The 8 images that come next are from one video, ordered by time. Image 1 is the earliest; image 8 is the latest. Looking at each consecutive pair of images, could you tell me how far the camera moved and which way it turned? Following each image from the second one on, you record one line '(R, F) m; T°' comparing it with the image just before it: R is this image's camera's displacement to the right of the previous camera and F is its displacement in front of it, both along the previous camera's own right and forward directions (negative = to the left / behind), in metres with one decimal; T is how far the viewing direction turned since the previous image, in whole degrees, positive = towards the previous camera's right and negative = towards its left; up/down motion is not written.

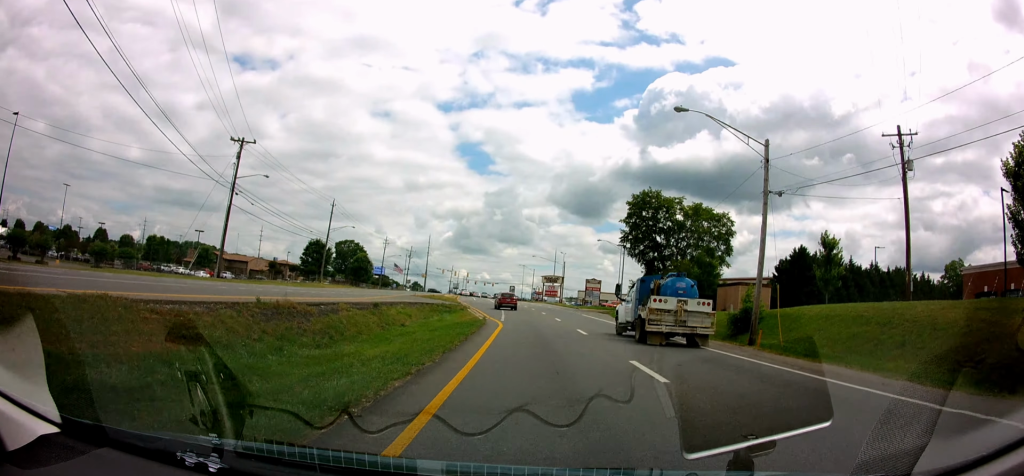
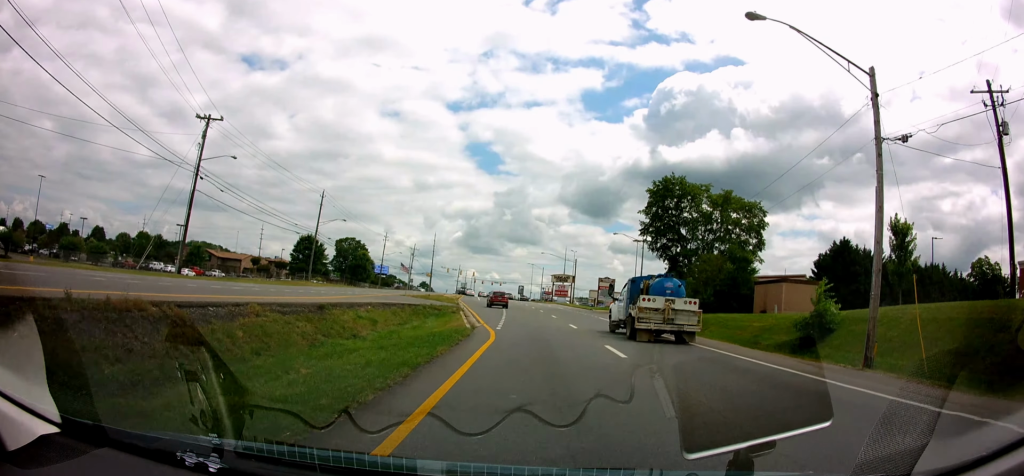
(-0.6, +7.7) m; -4°
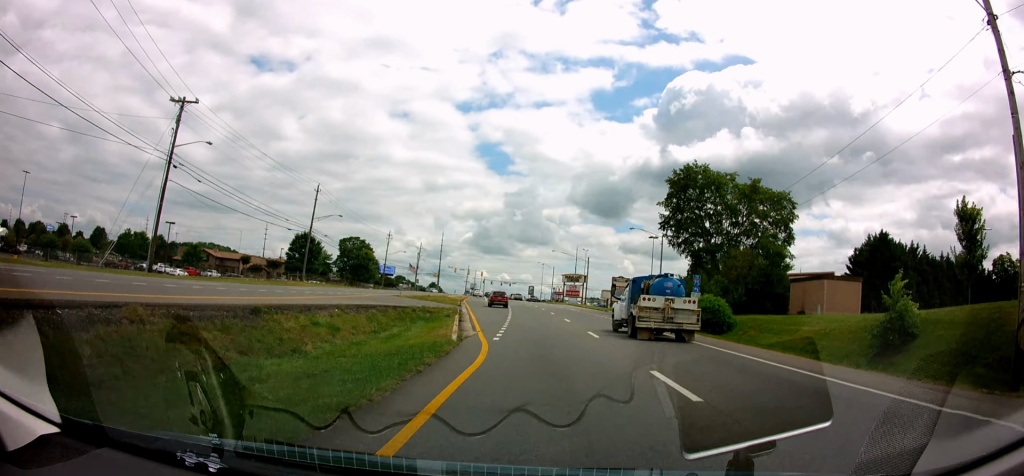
(-0.1, +5.1) m; -1°
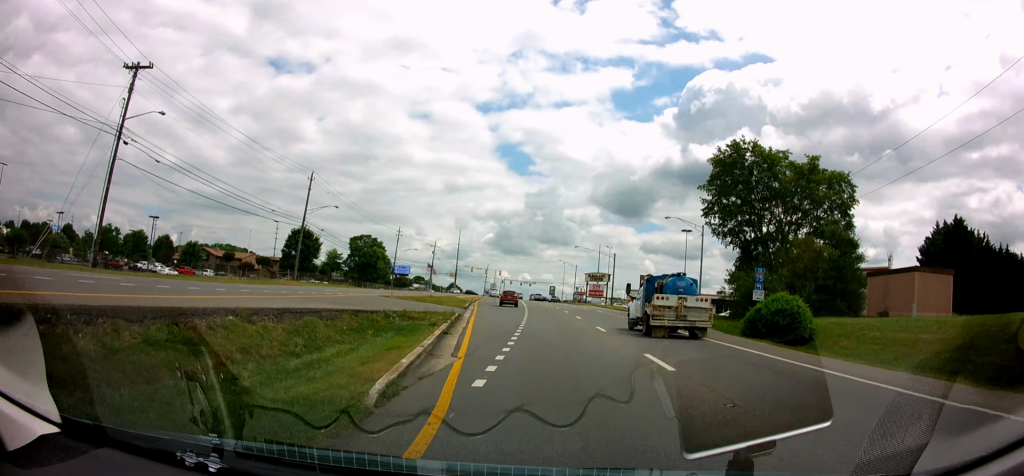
(+0.2, +8.4) m; +1°
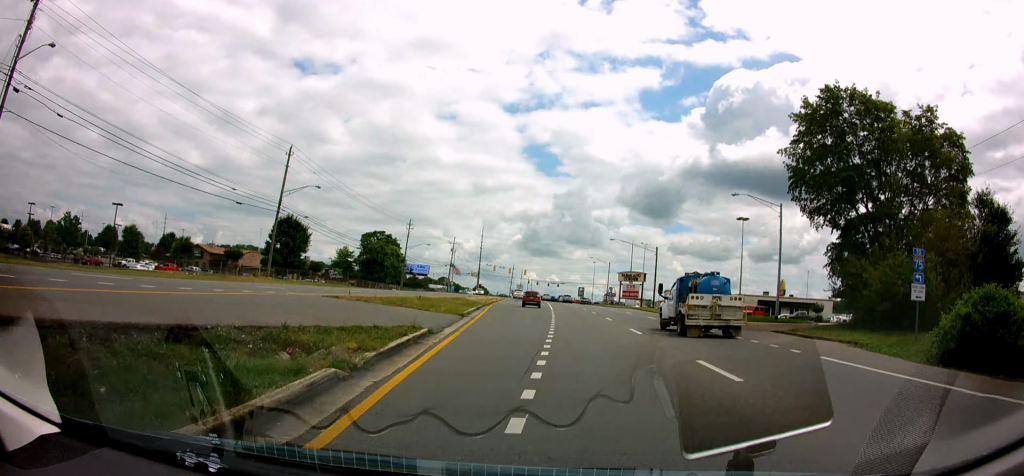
(0.0, +13.0) m; -1°
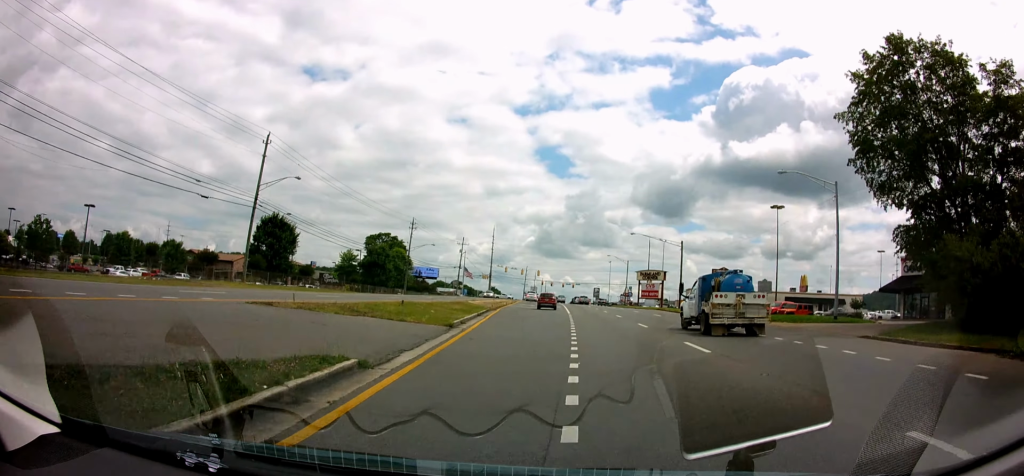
(0.0, +7.0) m; -1°
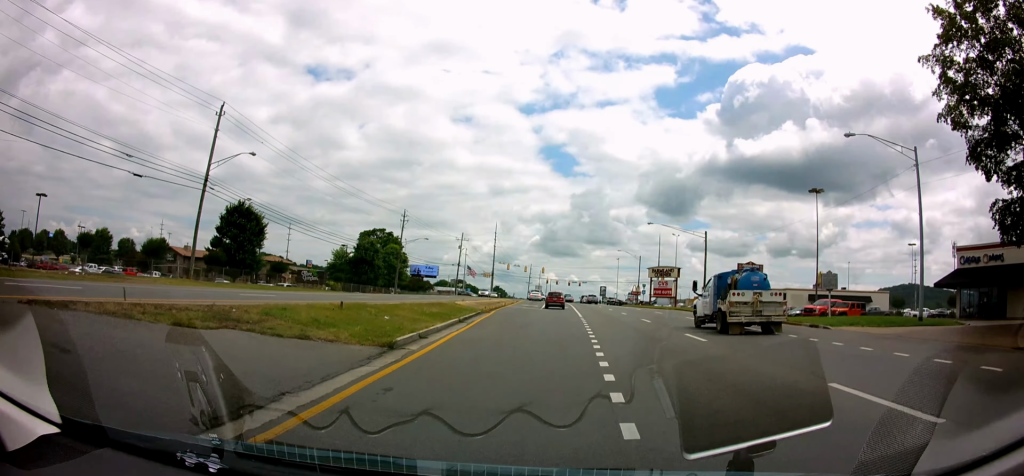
(-0.2, +9.4) m; -2°
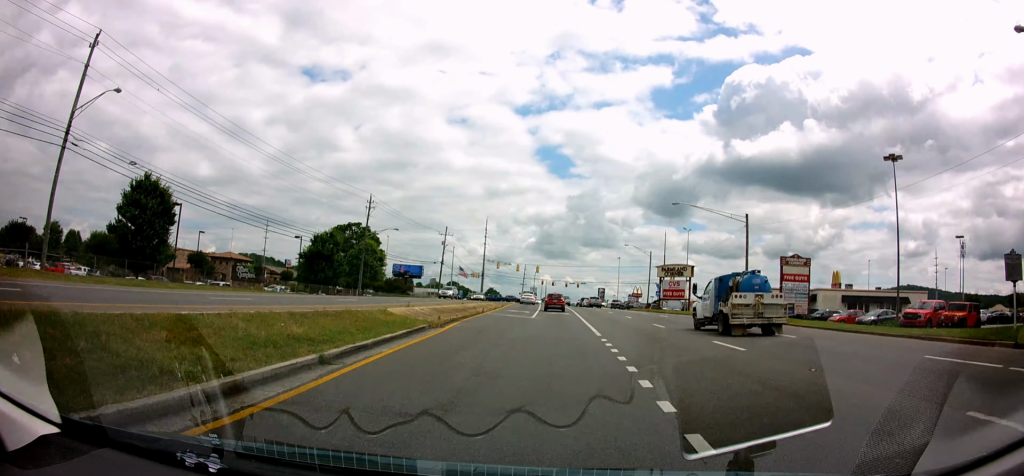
(-0.5, +15.2) m; 0°
